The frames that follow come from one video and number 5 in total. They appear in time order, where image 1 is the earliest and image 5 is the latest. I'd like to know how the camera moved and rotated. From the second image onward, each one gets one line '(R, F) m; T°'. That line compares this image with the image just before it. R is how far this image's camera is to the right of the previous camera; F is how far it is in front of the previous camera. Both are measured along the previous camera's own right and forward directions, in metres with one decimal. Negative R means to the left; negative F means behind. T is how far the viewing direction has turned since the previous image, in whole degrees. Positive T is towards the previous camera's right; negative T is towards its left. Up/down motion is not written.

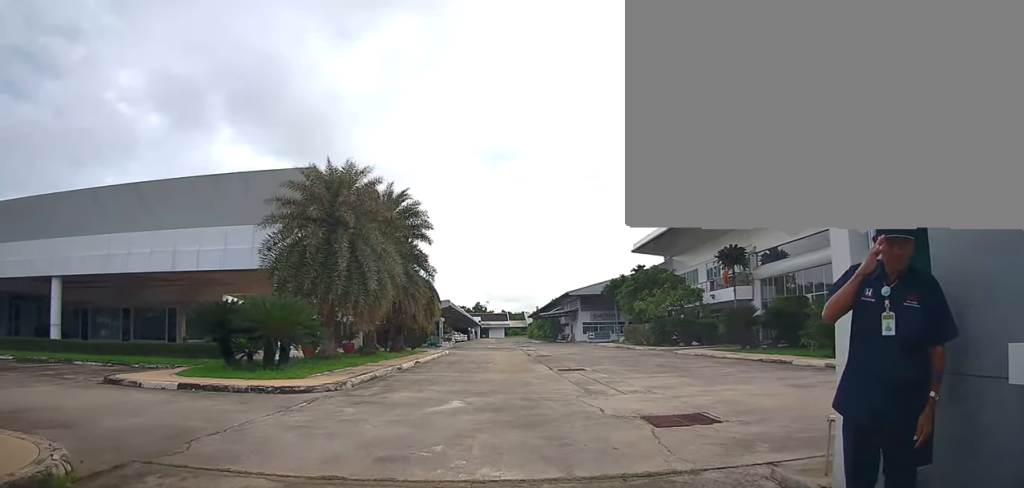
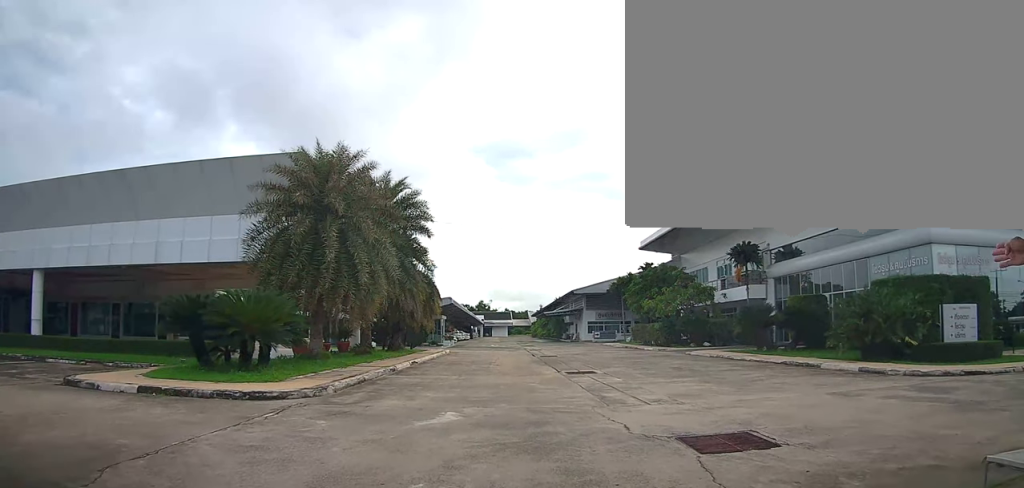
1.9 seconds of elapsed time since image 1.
(-0.2, +1.9) m; 0°
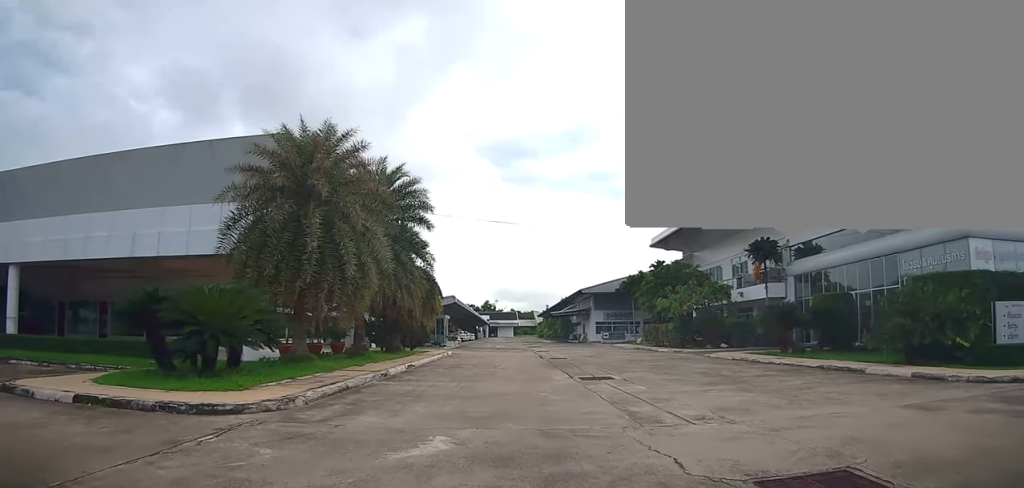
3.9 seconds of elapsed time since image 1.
(0.0, +1.4) m; 0°
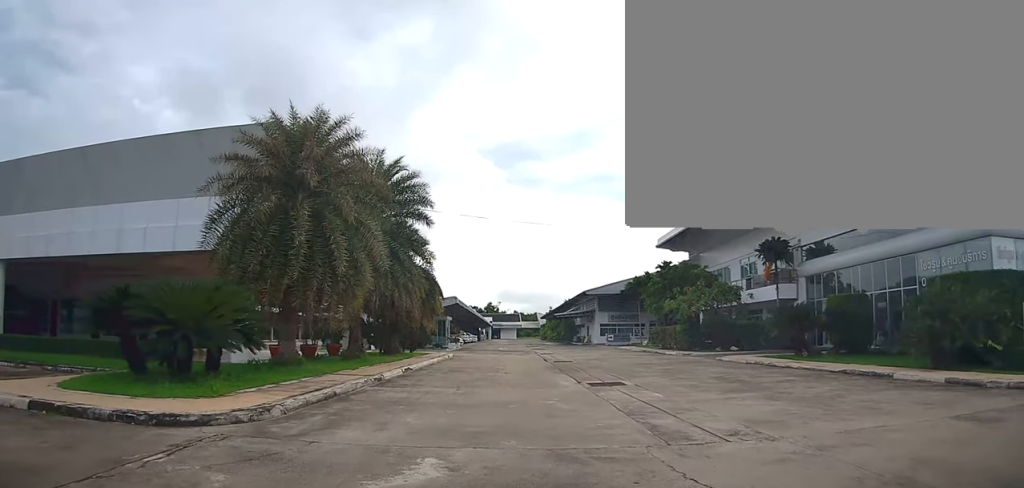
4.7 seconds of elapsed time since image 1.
(0.0, +0.4) m; 0°
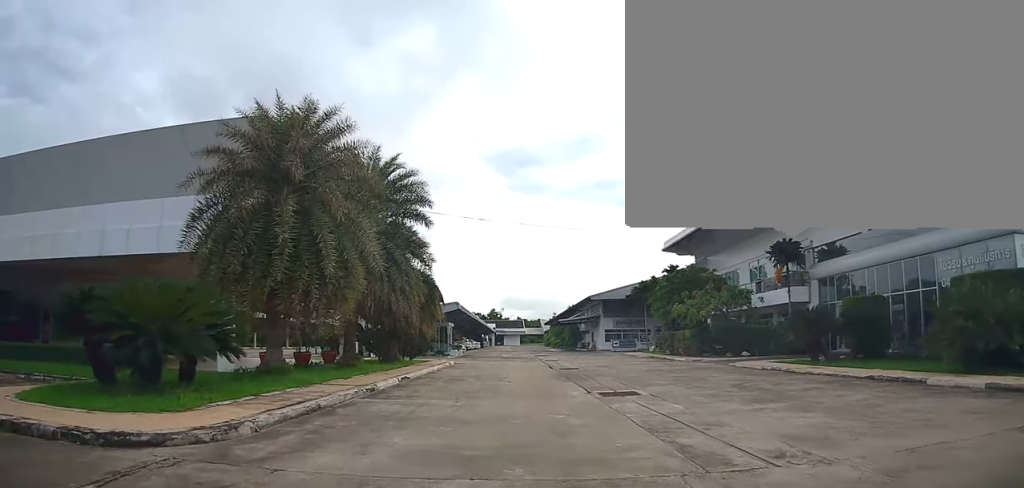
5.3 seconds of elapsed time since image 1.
(-0.1, +0.9) m; +2°
